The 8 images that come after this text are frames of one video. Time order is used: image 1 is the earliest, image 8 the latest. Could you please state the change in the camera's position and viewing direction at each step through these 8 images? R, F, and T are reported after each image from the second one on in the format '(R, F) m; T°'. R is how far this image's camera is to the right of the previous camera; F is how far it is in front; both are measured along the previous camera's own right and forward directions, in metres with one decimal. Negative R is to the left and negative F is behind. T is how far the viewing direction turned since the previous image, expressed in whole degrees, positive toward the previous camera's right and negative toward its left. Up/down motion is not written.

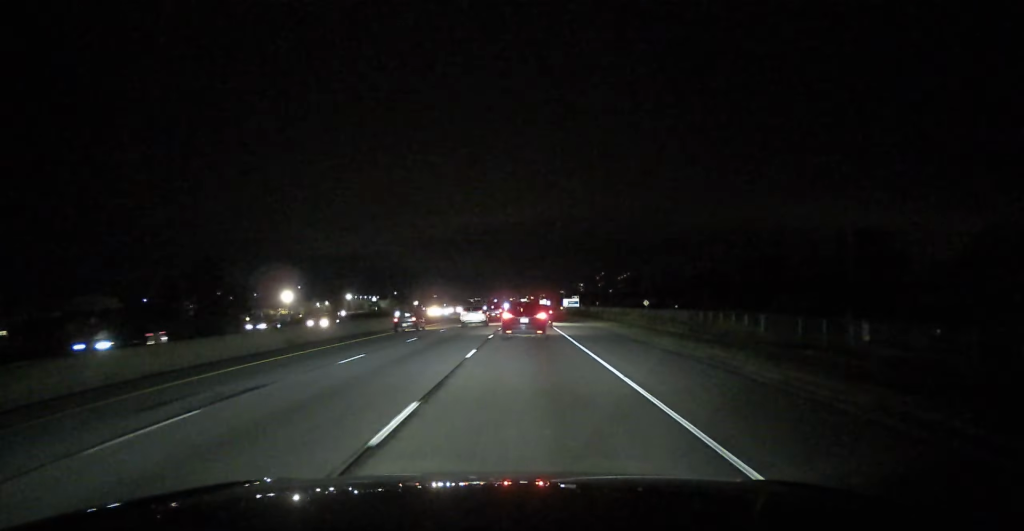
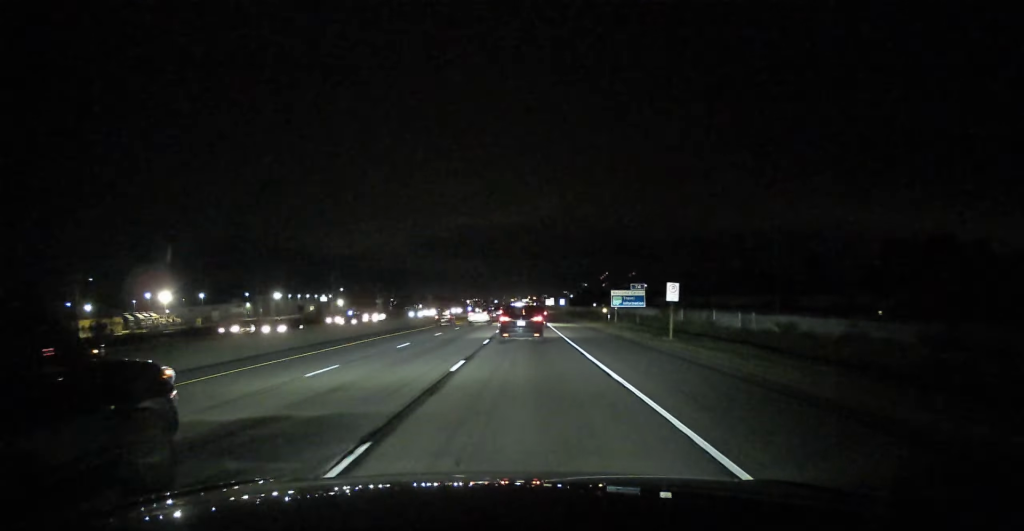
(-0.3, +89.7) m; 0°
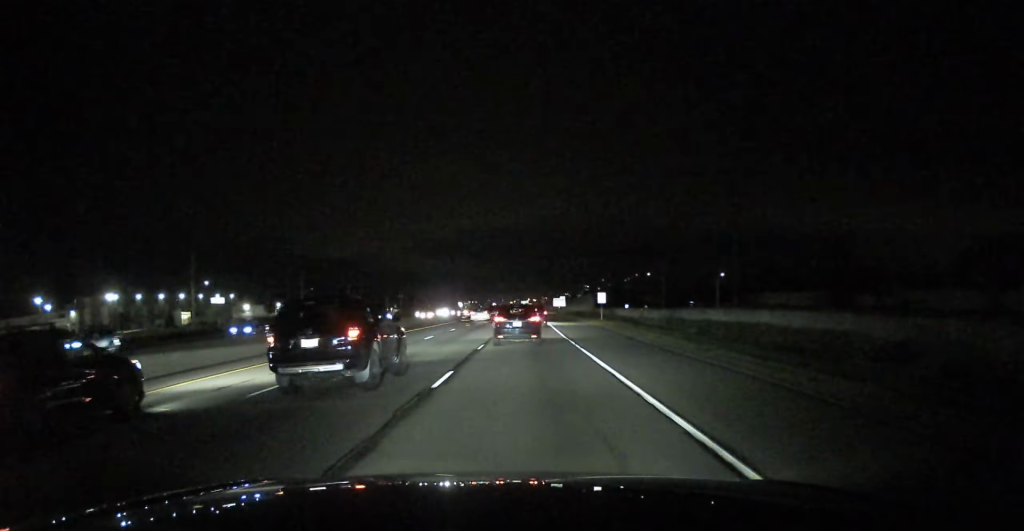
(-0.3, +94.5) m; 0°
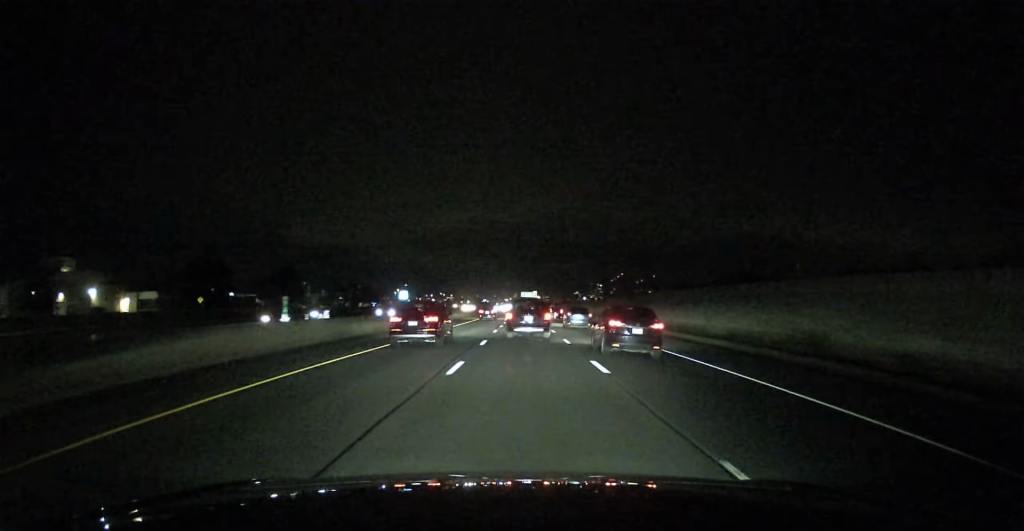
(+1.7, +478.1) m; +1°
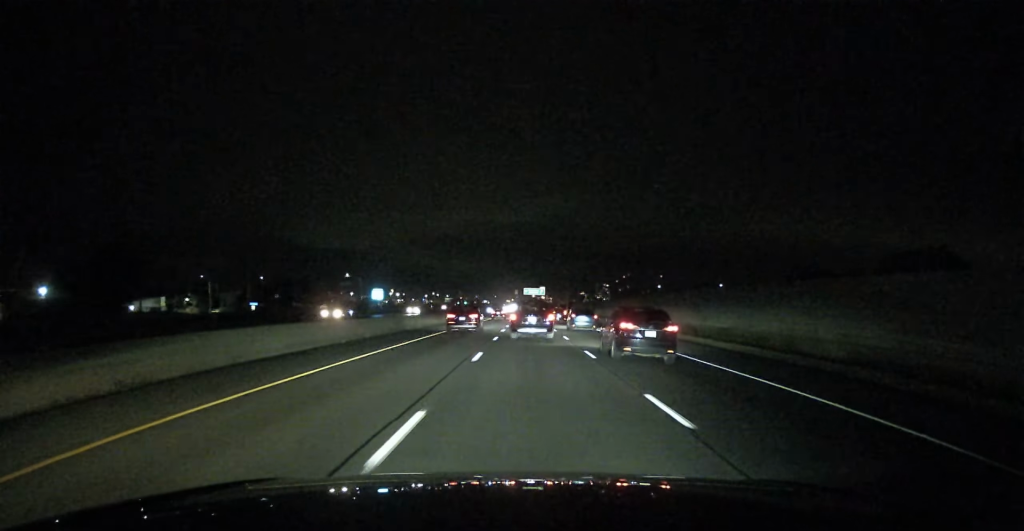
(+0.1, +75.6) m; 0°
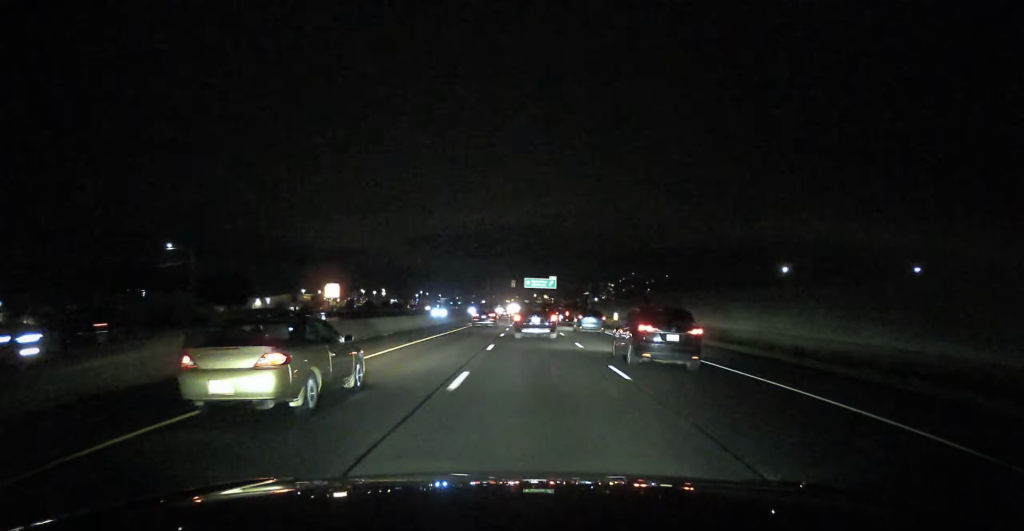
(+0.2, +54.0) m; 0°
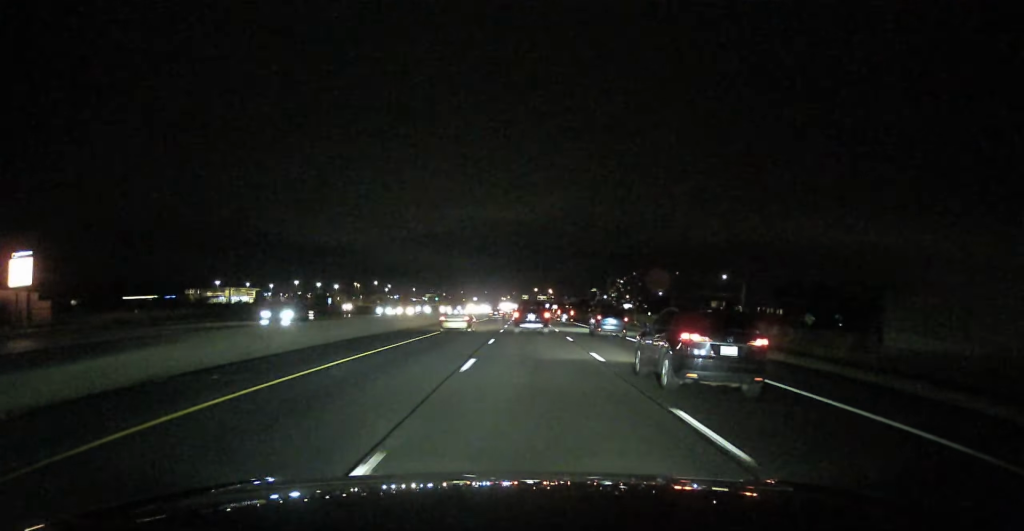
(0.0, +133.1) m; 0°
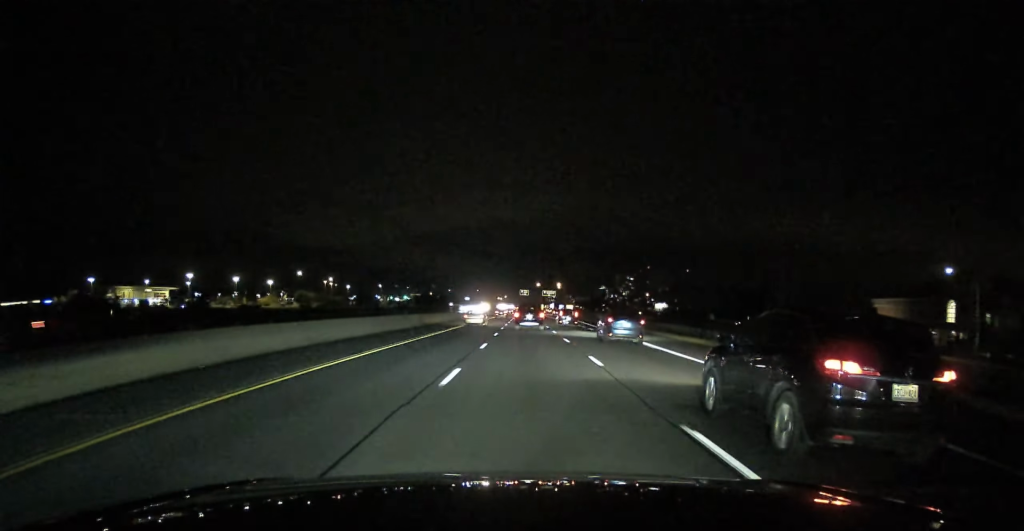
(0.0, +121.3) m; 0°
